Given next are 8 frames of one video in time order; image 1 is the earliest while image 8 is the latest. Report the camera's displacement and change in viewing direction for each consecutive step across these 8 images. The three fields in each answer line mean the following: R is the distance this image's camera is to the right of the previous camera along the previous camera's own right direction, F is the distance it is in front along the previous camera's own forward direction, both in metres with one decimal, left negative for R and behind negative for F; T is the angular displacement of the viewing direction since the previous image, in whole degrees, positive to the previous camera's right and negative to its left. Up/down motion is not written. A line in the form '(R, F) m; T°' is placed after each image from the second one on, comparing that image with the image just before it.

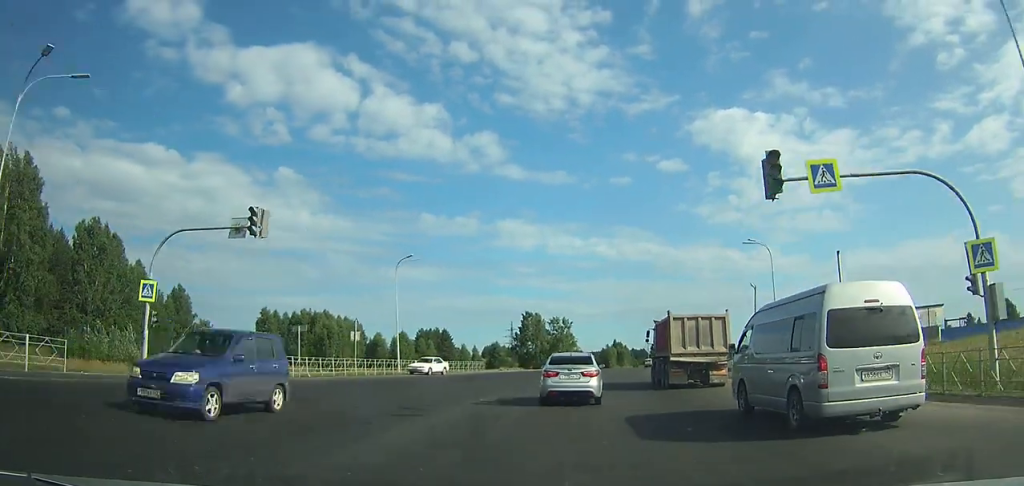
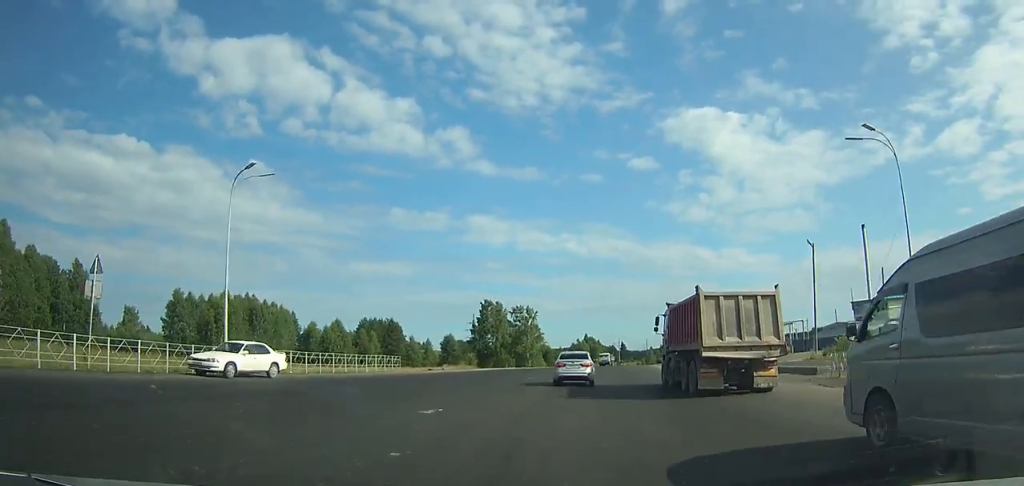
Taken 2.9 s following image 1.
(+0.6, +22.9) m; +4°
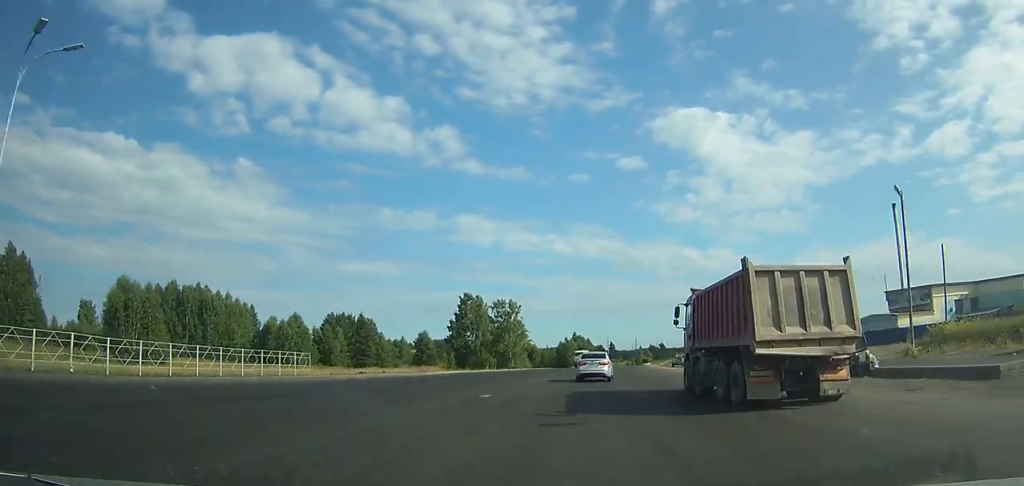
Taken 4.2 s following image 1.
(-0.2, +13.1) m; +2°
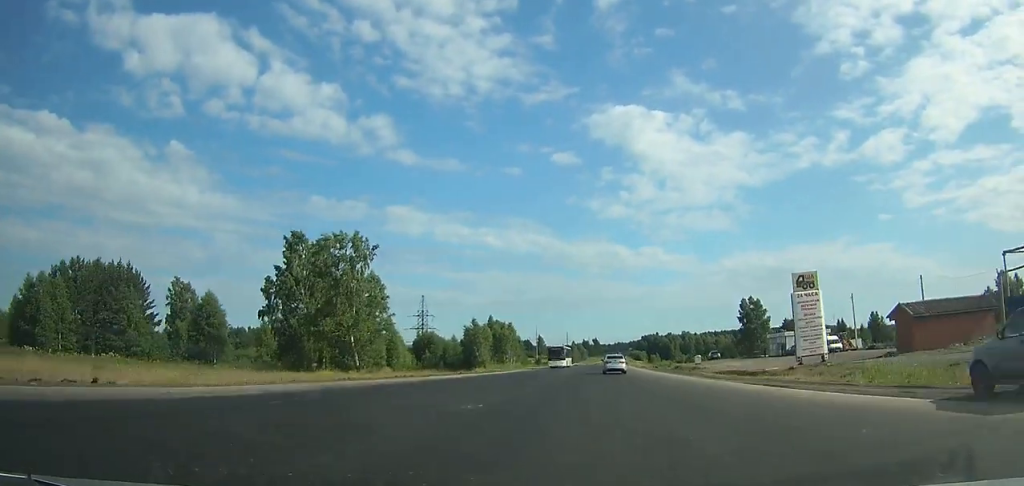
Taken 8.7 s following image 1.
(+3.1, +63.5) m; +4°
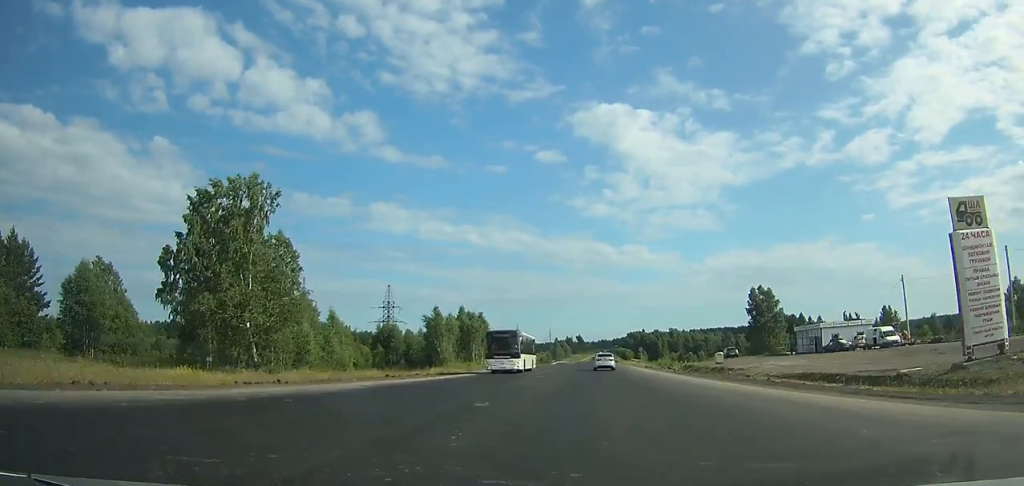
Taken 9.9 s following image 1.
(-0.3, +20.0) m; +1°
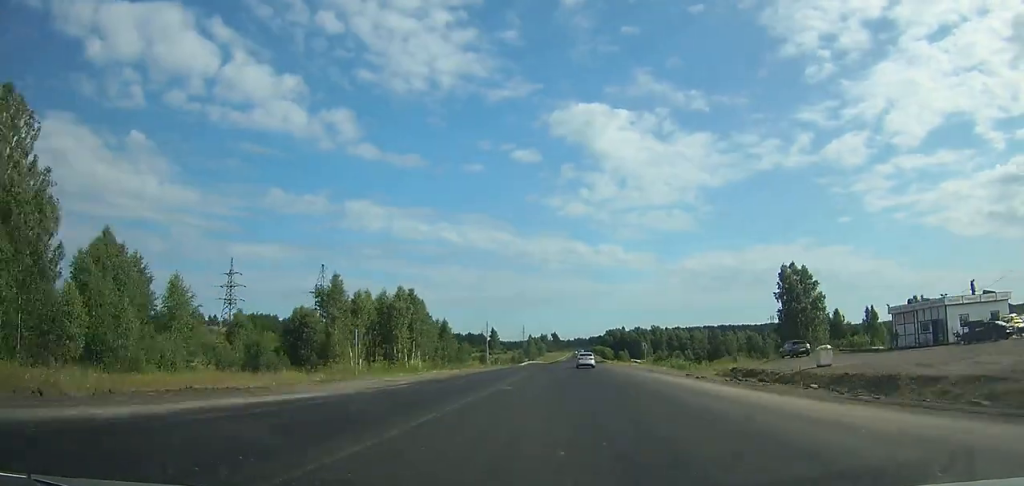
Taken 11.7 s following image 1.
(+0.6, +32.6) m; +2°
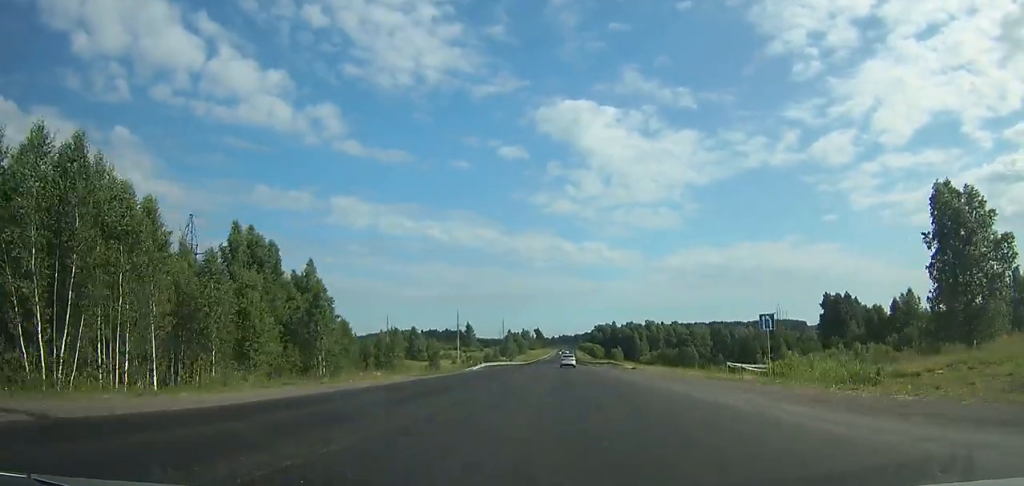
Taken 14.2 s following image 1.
(+1.2, +48.7) m; +2°
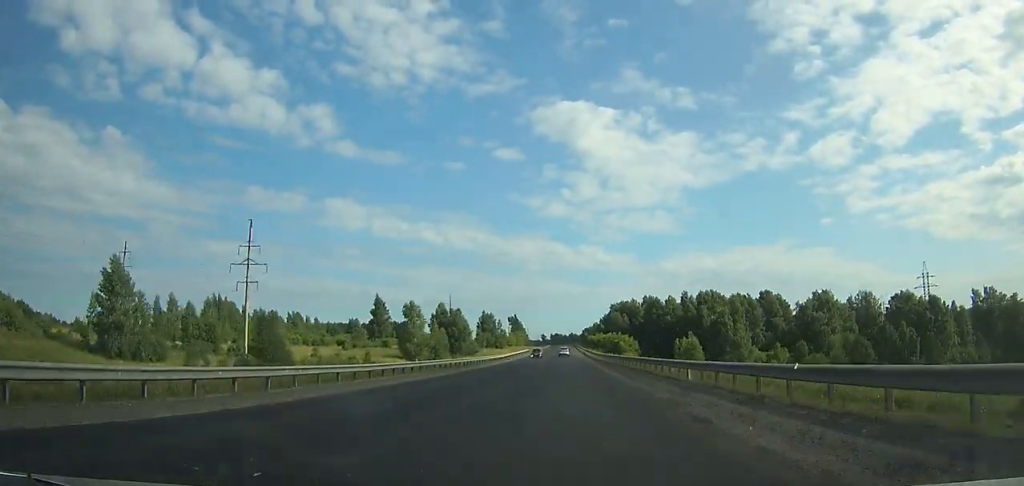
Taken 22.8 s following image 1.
(+2.5, +191.7) m; +1°
